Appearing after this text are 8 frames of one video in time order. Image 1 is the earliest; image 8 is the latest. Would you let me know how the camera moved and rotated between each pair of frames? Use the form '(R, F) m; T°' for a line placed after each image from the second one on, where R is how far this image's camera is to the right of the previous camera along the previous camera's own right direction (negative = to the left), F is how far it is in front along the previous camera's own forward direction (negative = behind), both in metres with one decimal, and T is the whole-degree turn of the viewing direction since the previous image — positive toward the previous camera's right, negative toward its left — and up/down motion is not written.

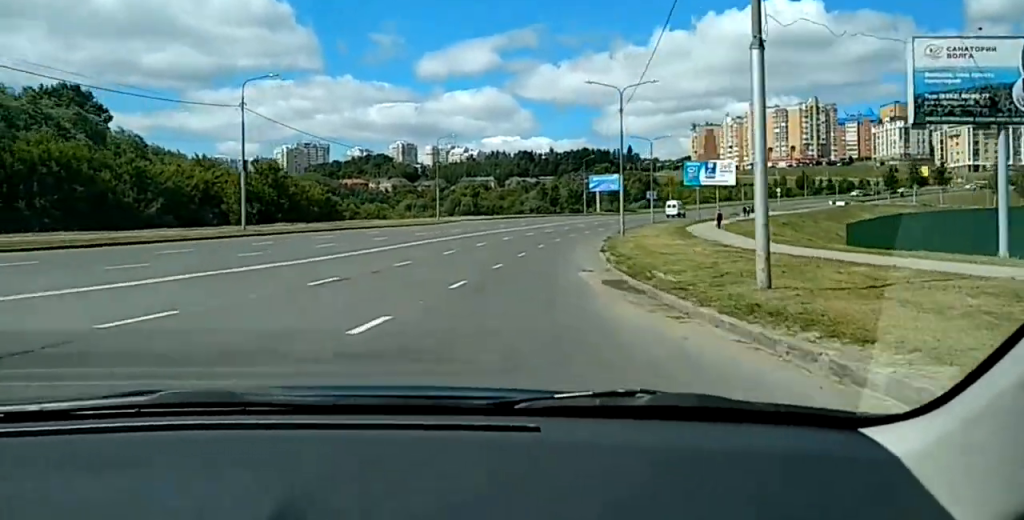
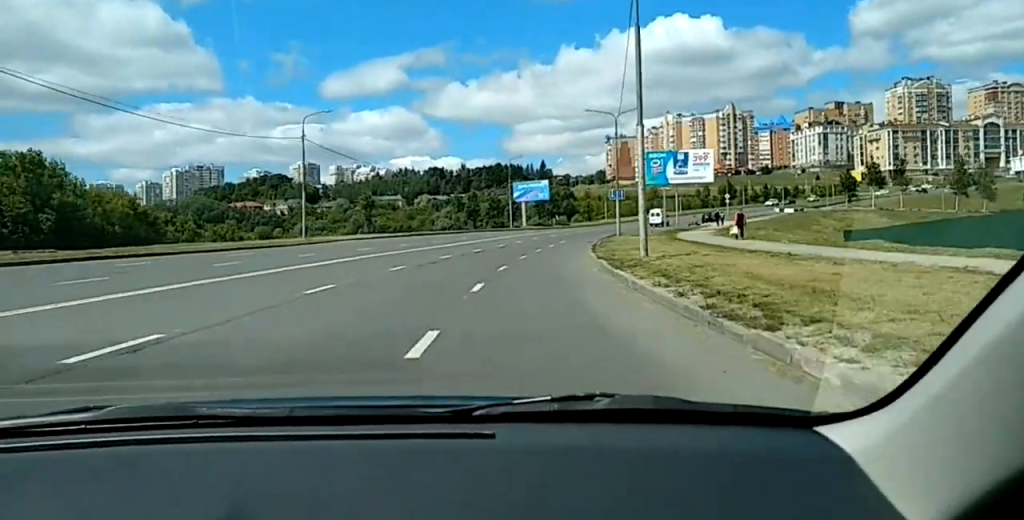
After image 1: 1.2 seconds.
(+0.8, +25.8) m; +6°
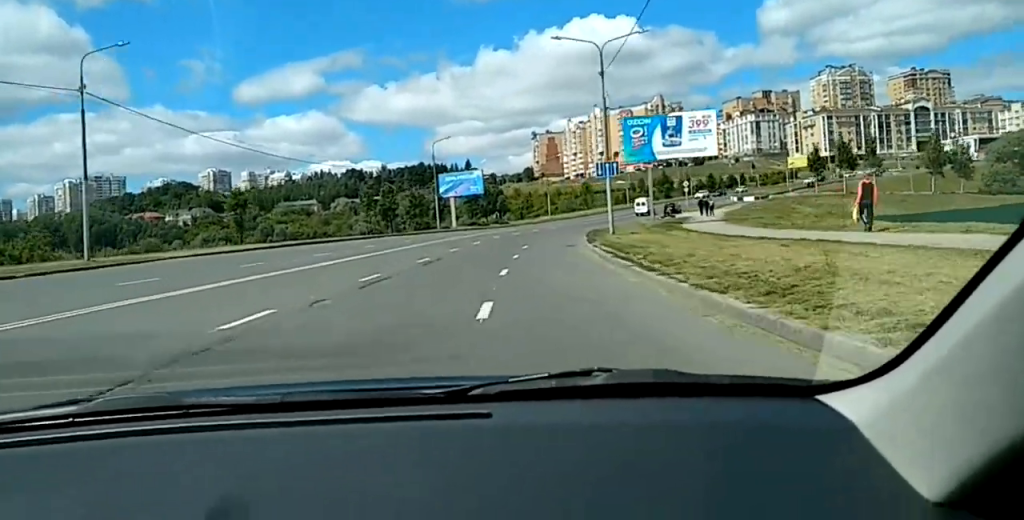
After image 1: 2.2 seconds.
(+1.1, +20.9) m; +5°
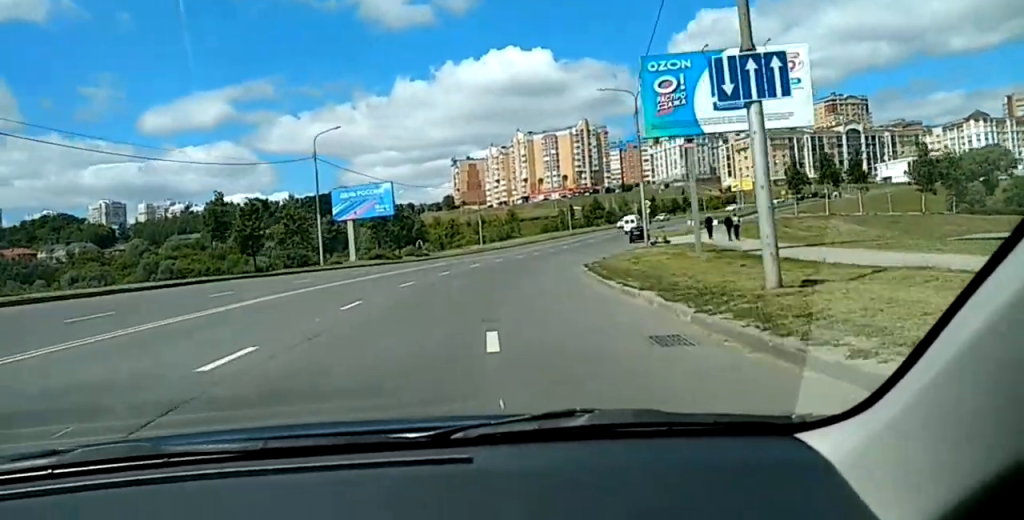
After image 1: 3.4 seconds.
(+1.2, +25.0) m; +5°
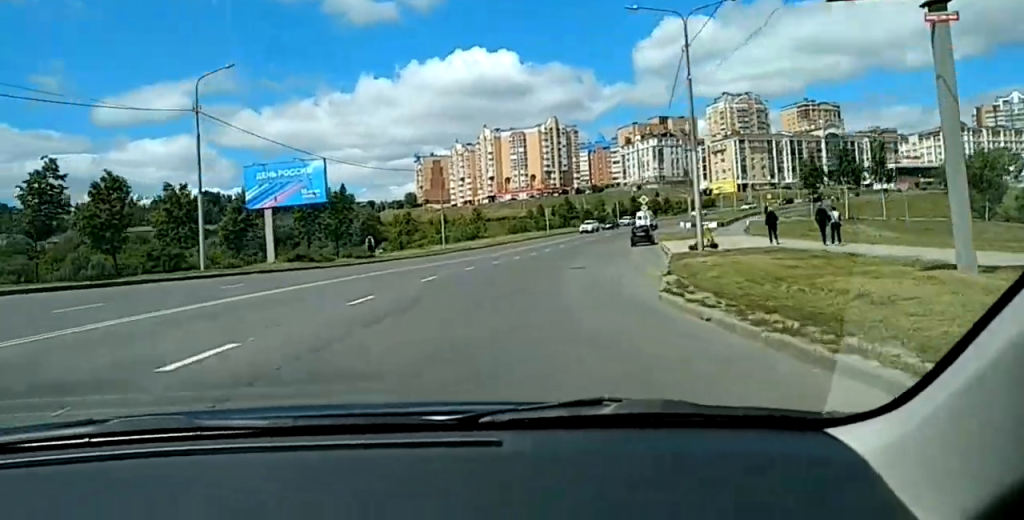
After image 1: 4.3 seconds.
(+0.2, +17.5) m; +6°
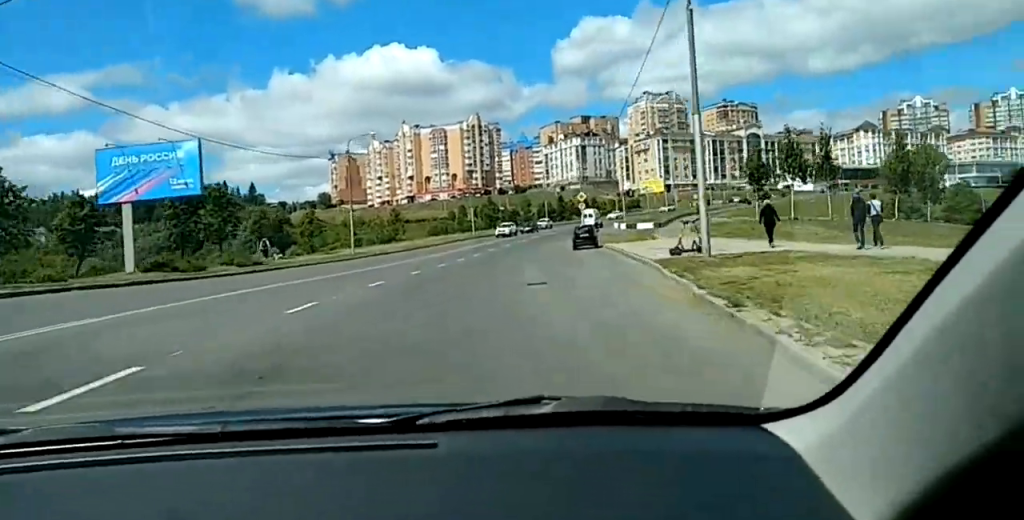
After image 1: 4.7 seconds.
(+0.8, +9.0) m; +3°
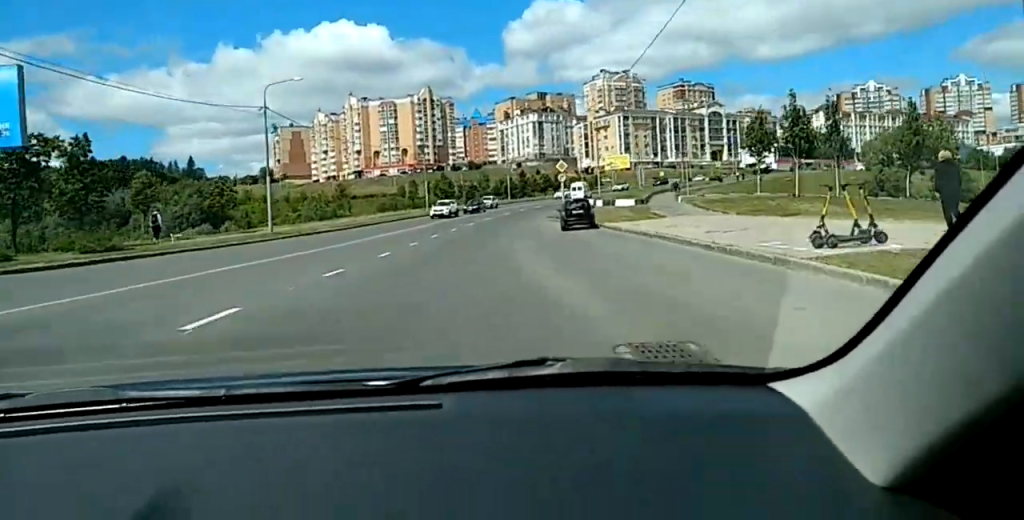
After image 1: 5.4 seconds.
(+0.6, +13.1) m; +4°
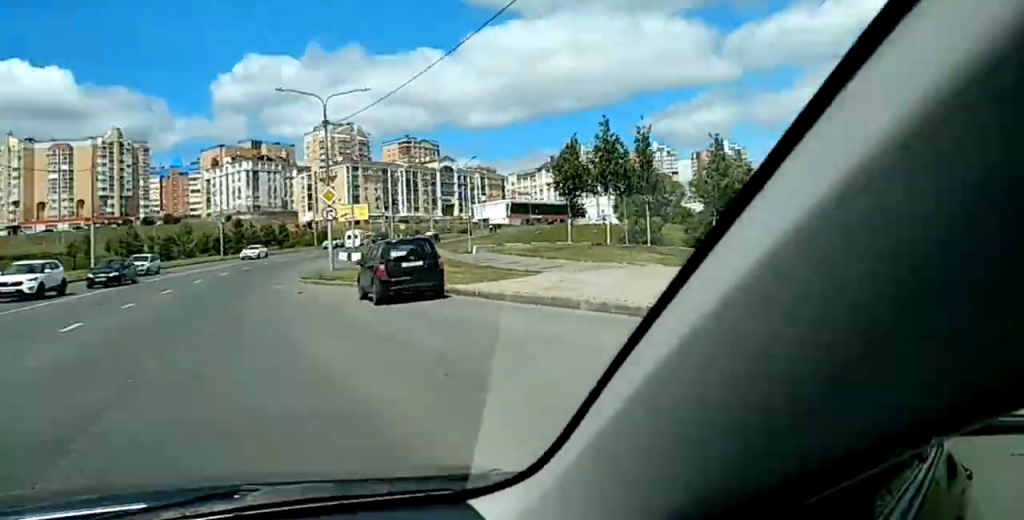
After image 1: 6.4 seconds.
(+0.5, +20.4) m; +2°
